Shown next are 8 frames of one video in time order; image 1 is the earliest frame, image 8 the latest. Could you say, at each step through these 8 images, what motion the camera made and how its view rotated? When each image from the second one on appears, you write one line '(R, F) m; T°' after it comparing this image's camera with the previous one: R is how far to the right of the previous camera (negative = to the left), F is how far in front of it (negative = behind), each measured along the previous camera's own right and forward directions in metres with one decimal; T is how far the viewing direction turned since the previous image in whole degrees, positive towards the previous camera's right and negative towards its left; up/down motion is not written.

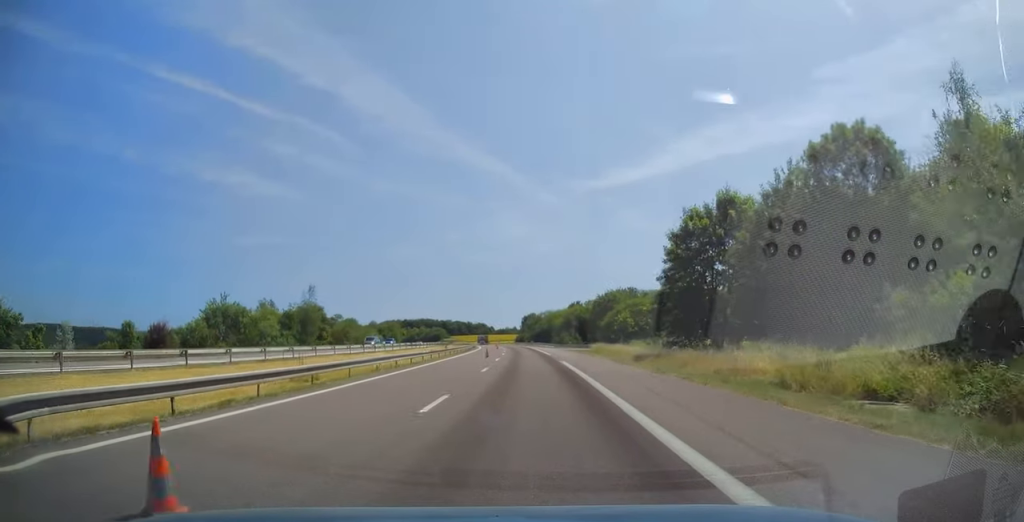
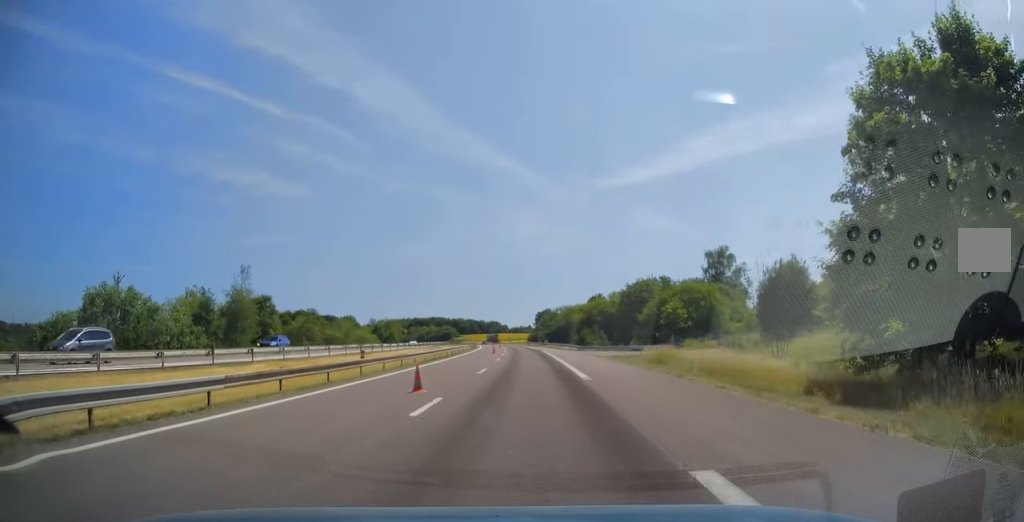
(-0.4, +26.6) m; -1°
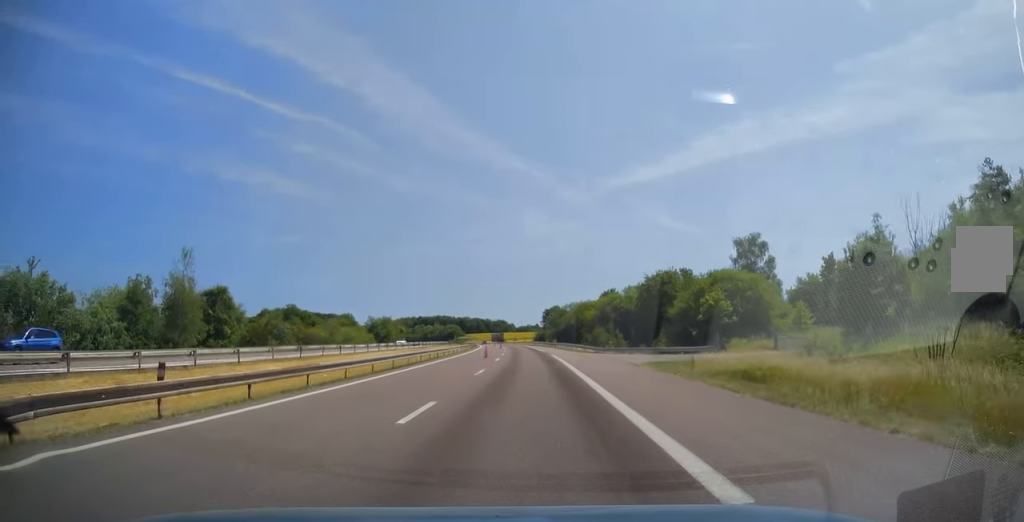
(0.0, +14.0) m; -1°
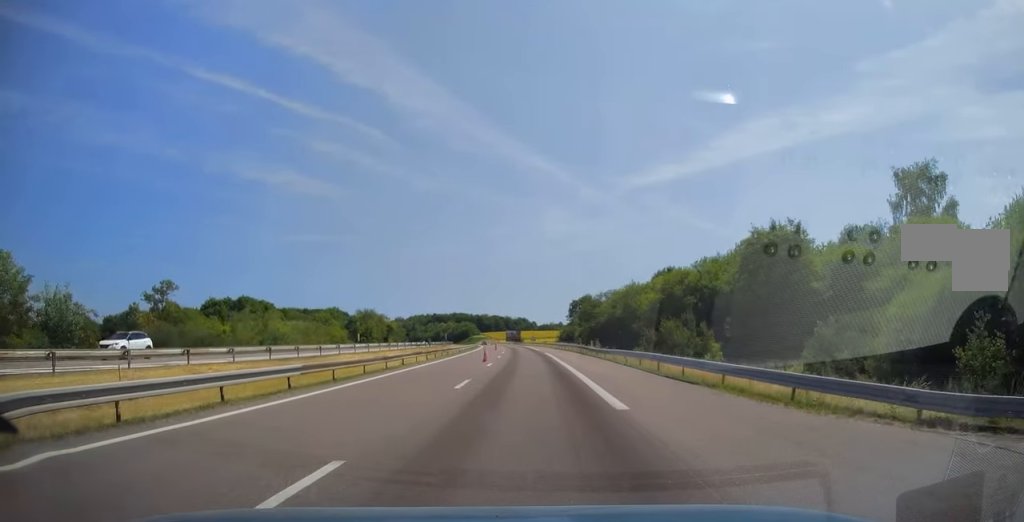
(-0.8, +45.5) m; -2°
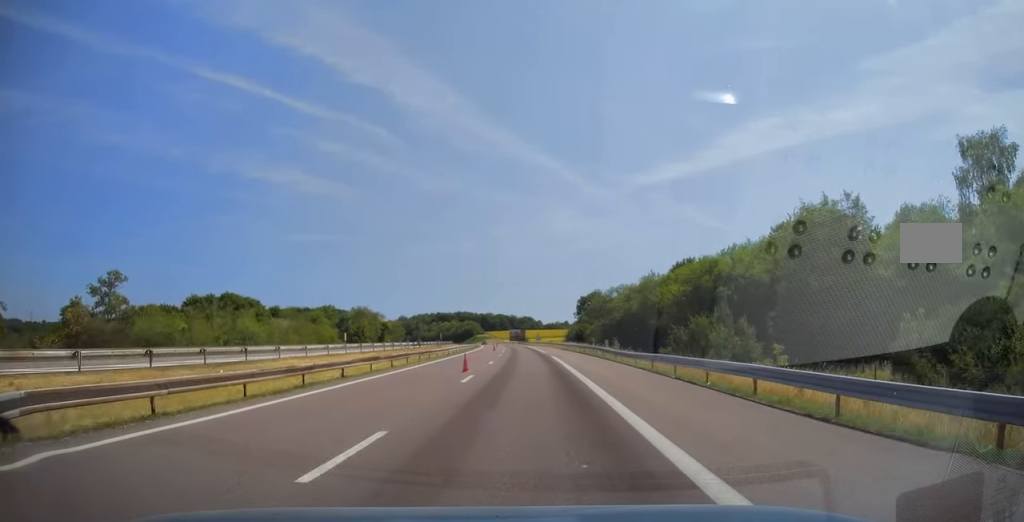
(+0.1, +10.9) m; 0°
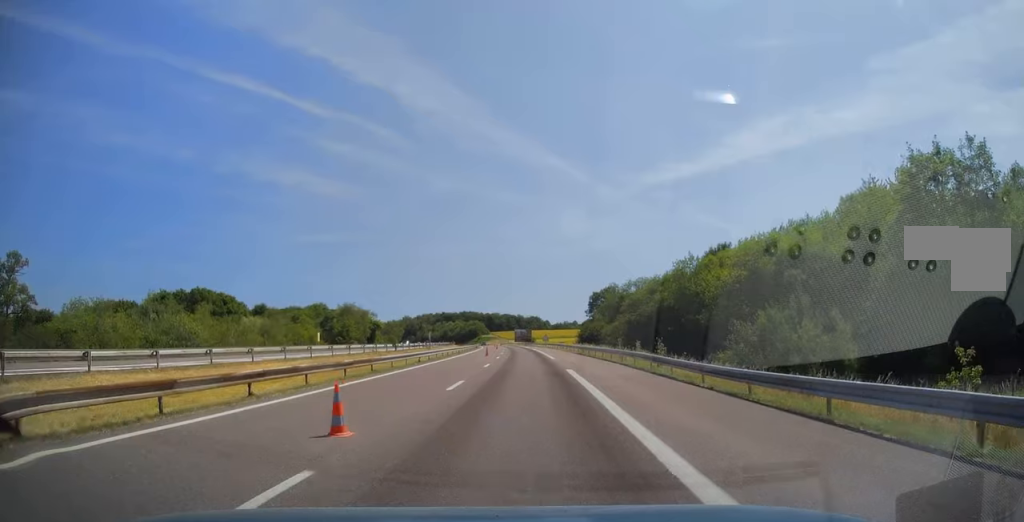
(-0.2, +15.8) m; -1°
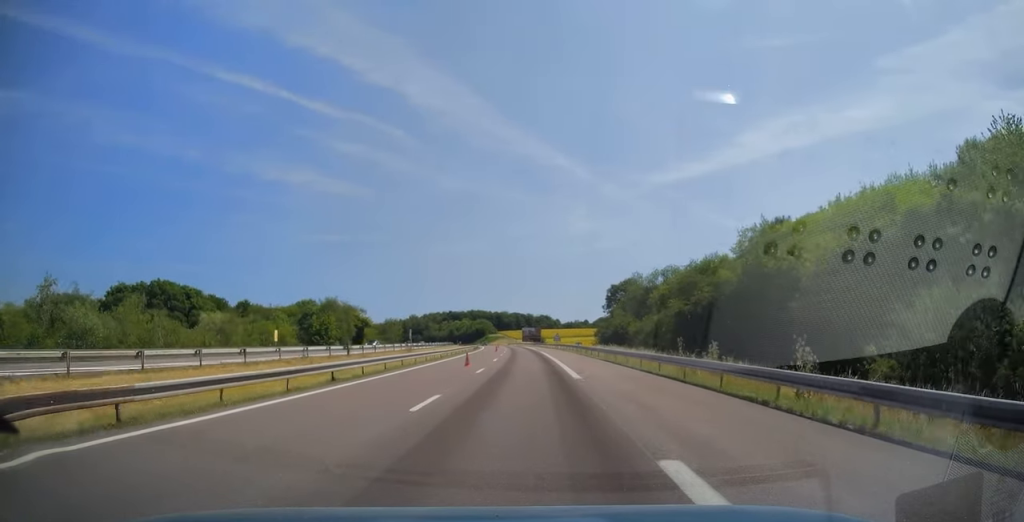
(-0.2, +17.5) m; -1°
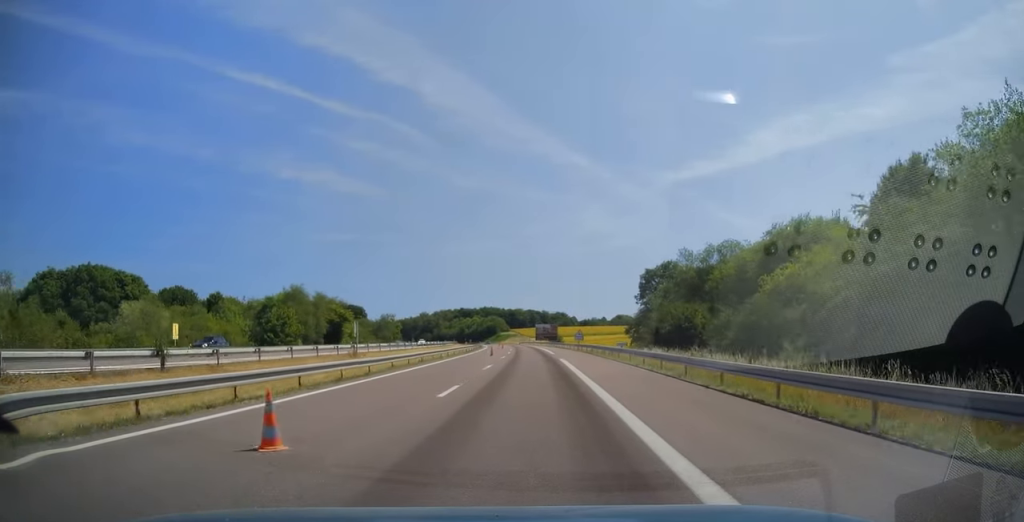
(-0.3, +23.6) m; -2°
